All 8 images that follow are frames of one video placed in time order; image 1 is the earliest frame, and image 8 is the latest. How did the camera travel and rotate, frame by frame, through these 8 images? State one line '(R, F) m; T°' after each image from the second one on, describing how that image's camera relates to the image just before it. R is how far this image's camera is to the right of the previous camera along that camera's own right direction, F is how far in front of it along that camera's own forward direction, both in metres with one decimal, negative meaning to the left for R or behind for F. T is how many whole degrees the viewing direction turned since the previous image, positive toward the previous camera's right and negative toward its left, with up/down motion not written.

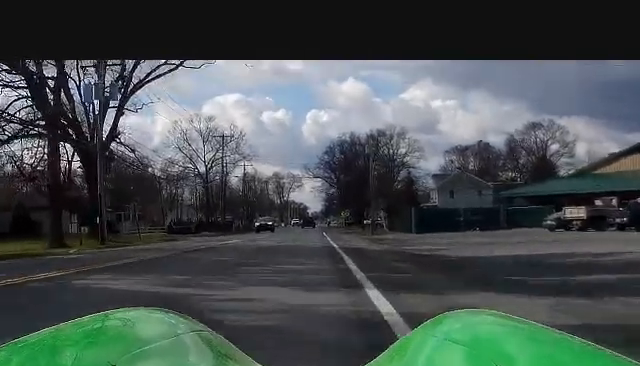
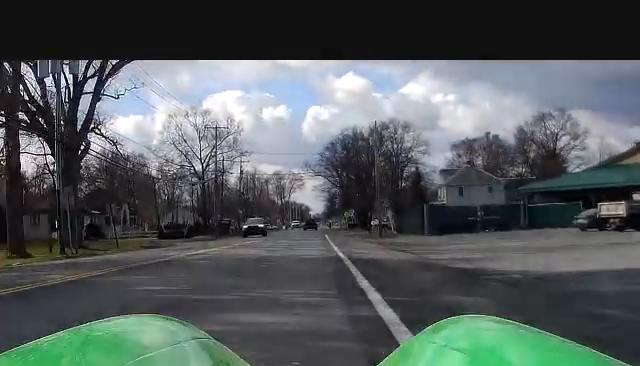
(0.0, +7.0) m; 0°
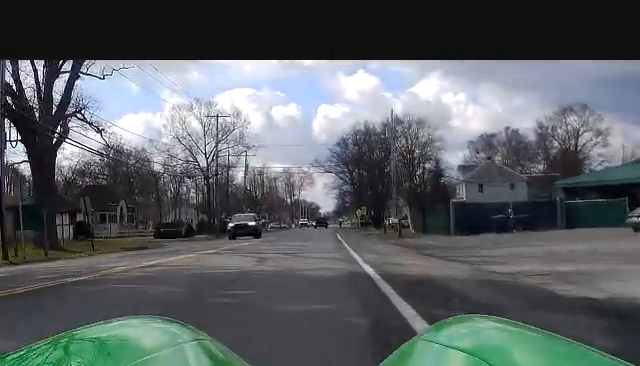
(0.0, +7.7) m; 0°
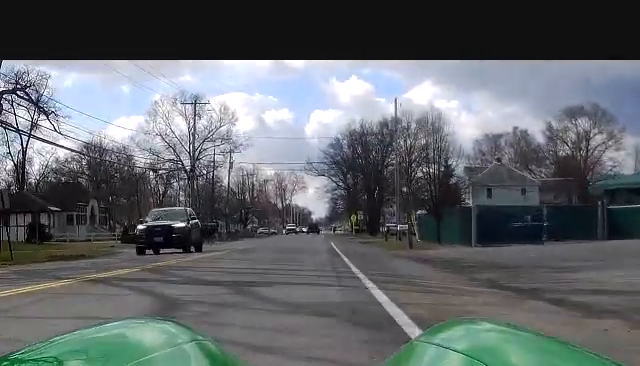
(0.0, +10.5) m; 0°
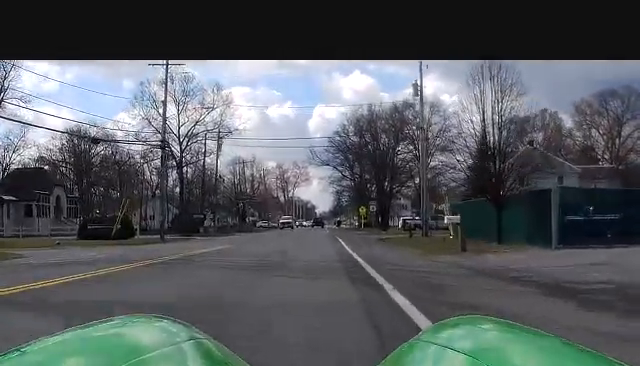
(0.0, +14.8) m; 0°
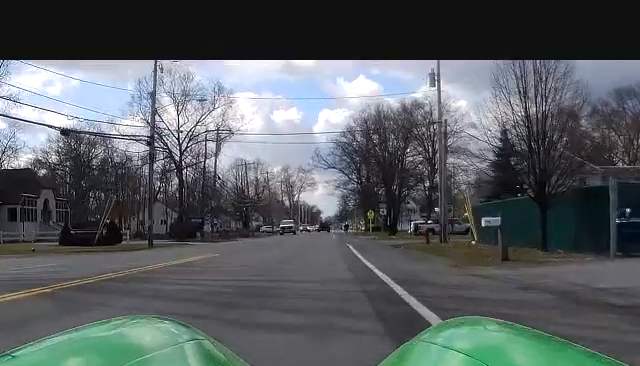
(0.0, +5.6) m; 0°
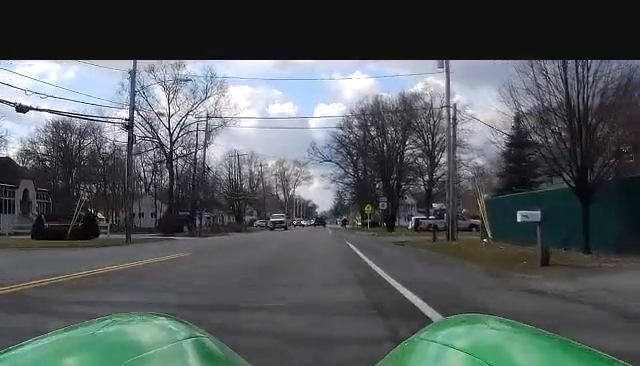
(0.0, +4.6) m; 0°
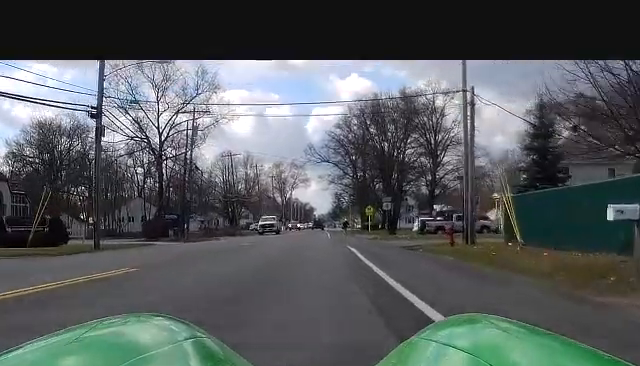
(0.0, +6.0) m; 0°
